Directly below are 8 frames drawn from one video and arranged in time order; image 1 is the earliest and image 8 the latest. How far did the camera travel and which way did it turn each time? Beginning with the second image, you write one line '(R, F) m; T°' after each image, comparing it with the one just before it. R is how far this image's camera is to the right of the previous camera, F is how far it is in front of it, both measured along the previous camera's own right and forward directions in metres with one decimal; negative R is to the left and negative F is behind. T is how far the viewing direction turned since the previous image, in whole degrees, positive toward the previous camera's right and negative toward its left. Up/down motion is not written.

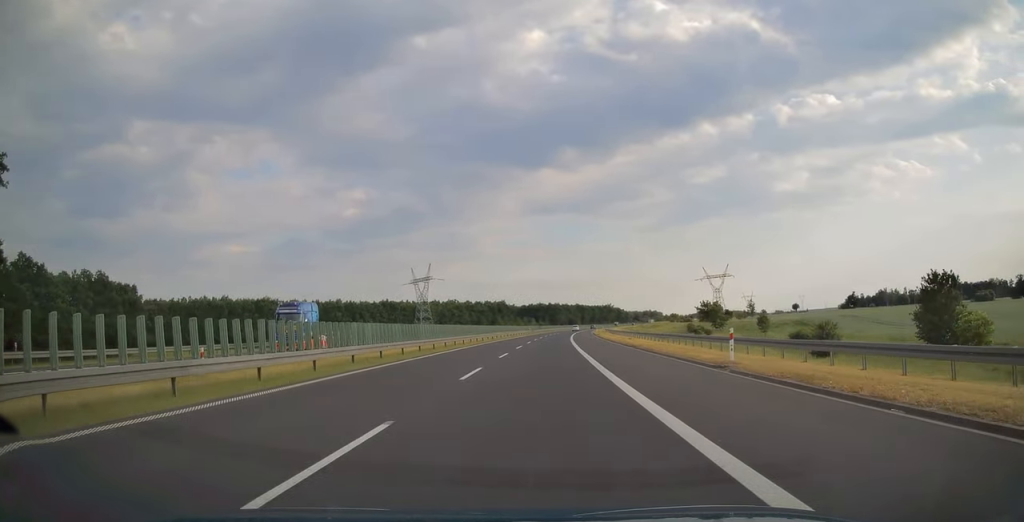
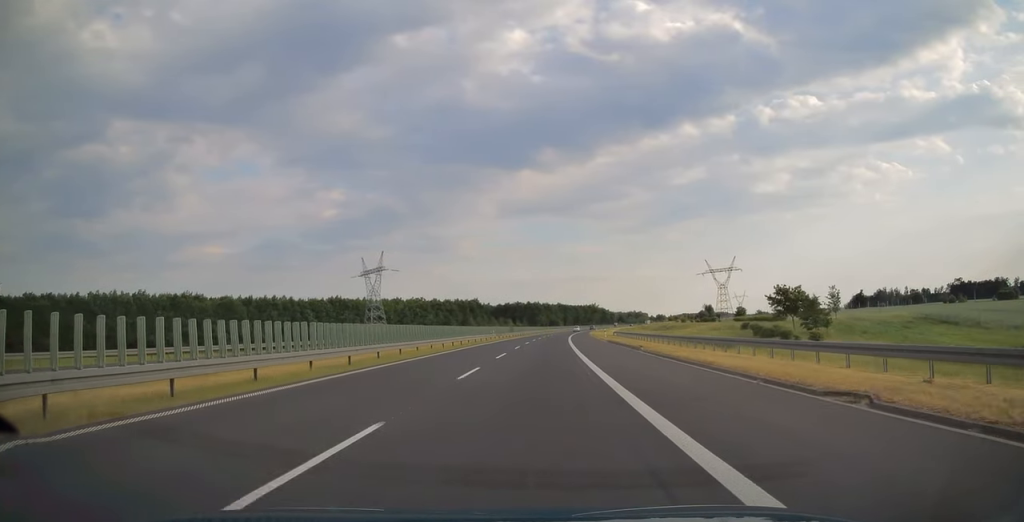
(+0.9, +47.5) m; +2°
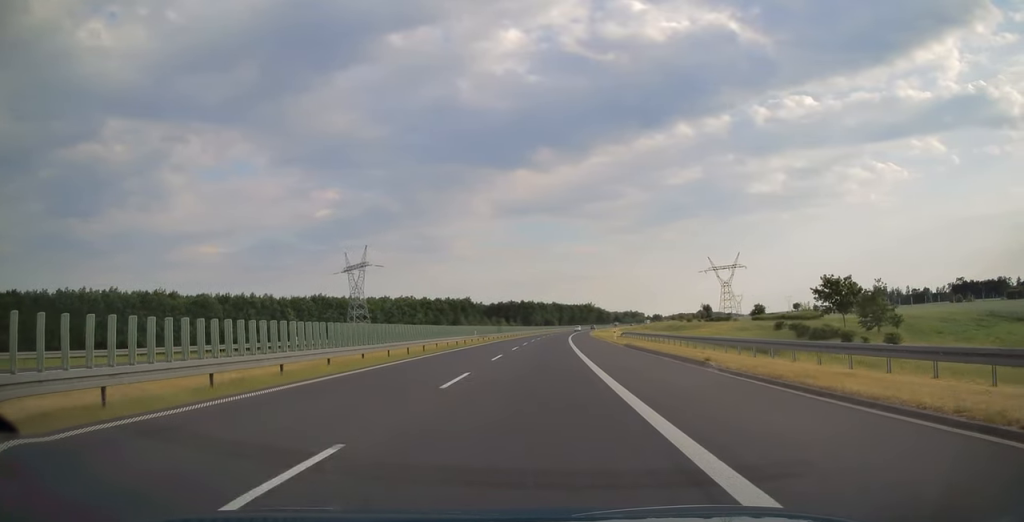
(+0.1, +14.2) m; +1°
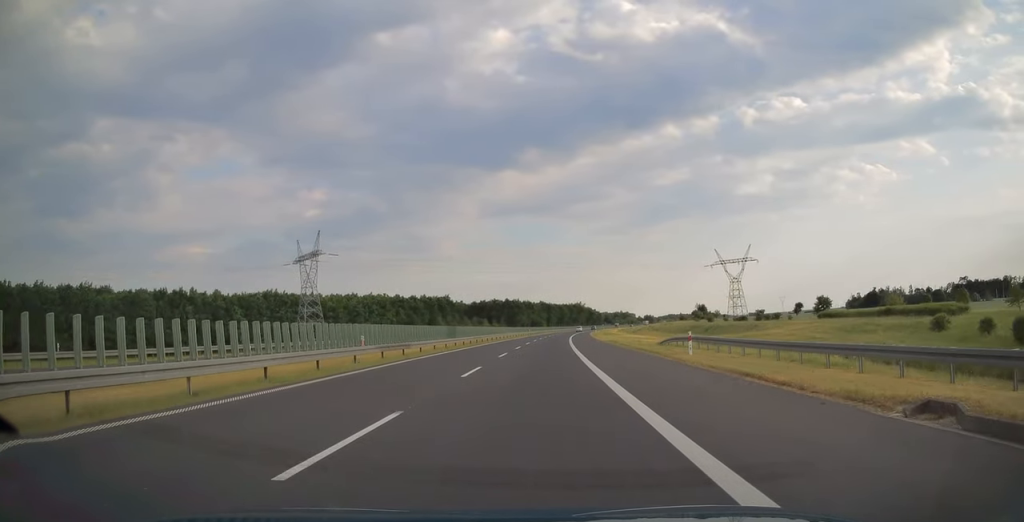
(+0.4, +32.8) m; +1°
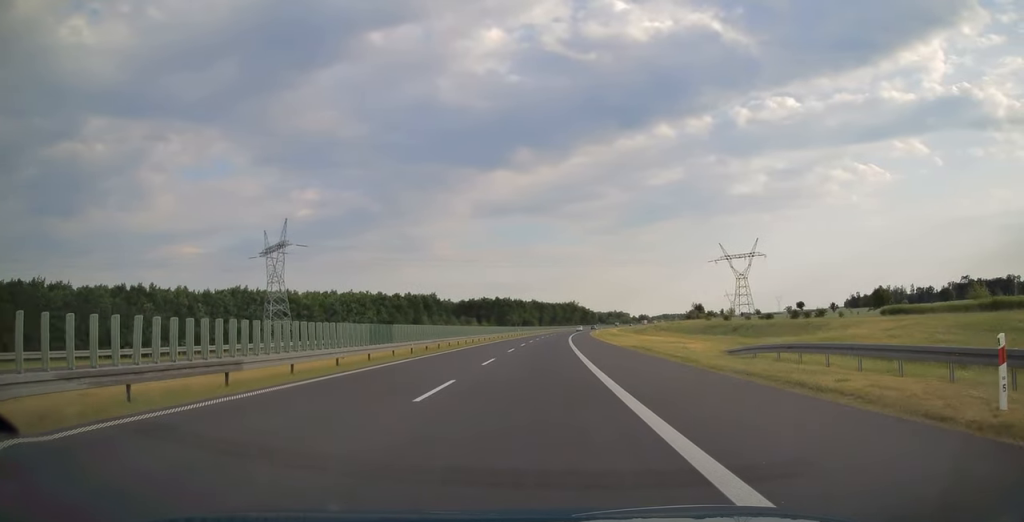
(+0.1, +18.0) m; +1°
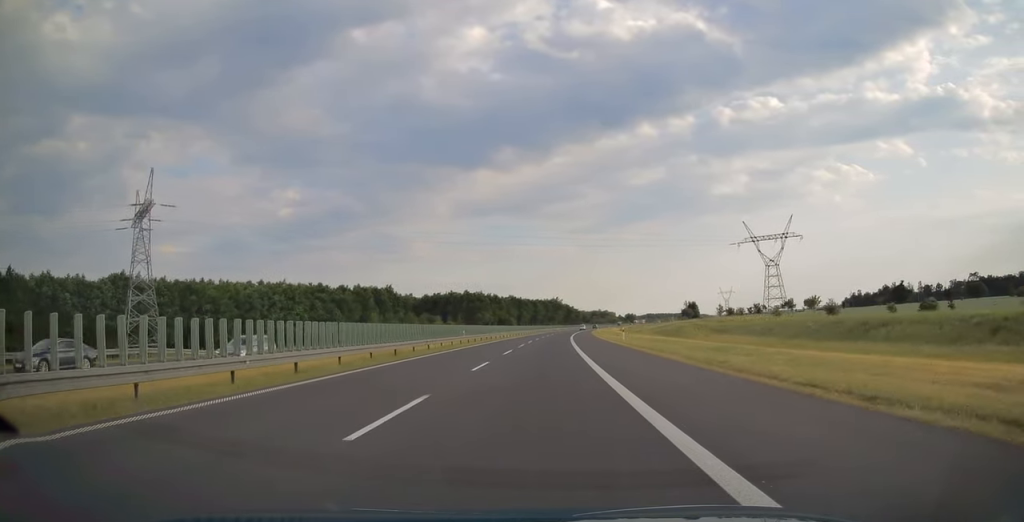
(+0.8, +51.3) m; +2°
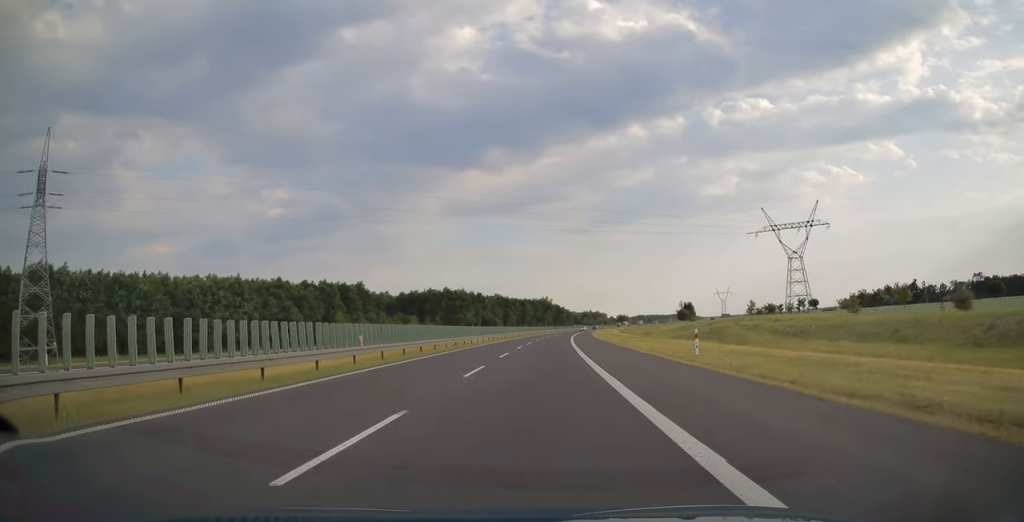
(+0.2, +26.2) m; +1°
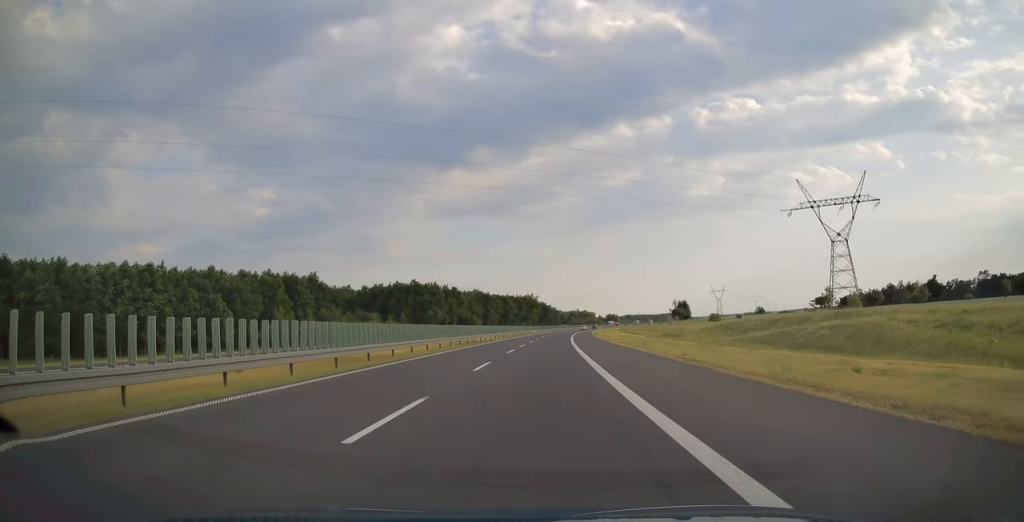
(+0.4, +34.0) m; +1°
